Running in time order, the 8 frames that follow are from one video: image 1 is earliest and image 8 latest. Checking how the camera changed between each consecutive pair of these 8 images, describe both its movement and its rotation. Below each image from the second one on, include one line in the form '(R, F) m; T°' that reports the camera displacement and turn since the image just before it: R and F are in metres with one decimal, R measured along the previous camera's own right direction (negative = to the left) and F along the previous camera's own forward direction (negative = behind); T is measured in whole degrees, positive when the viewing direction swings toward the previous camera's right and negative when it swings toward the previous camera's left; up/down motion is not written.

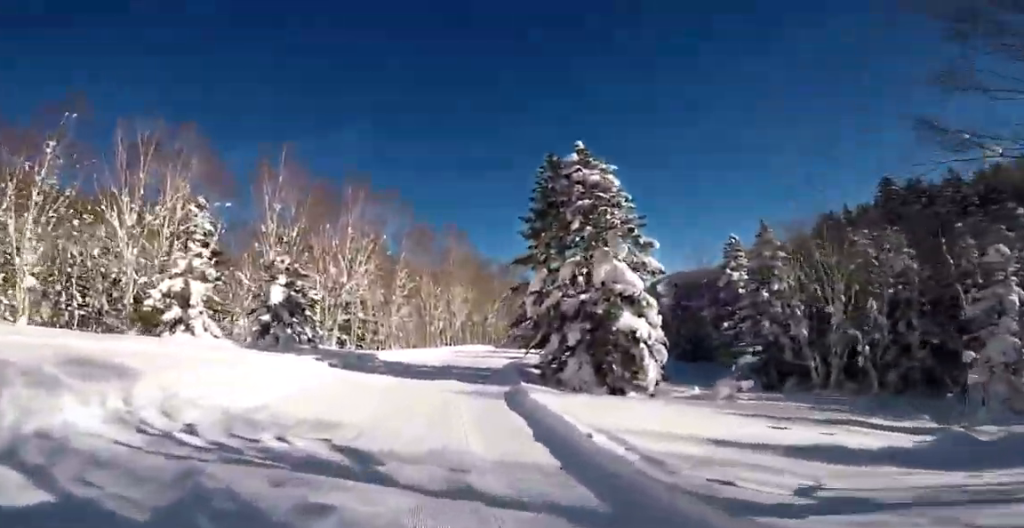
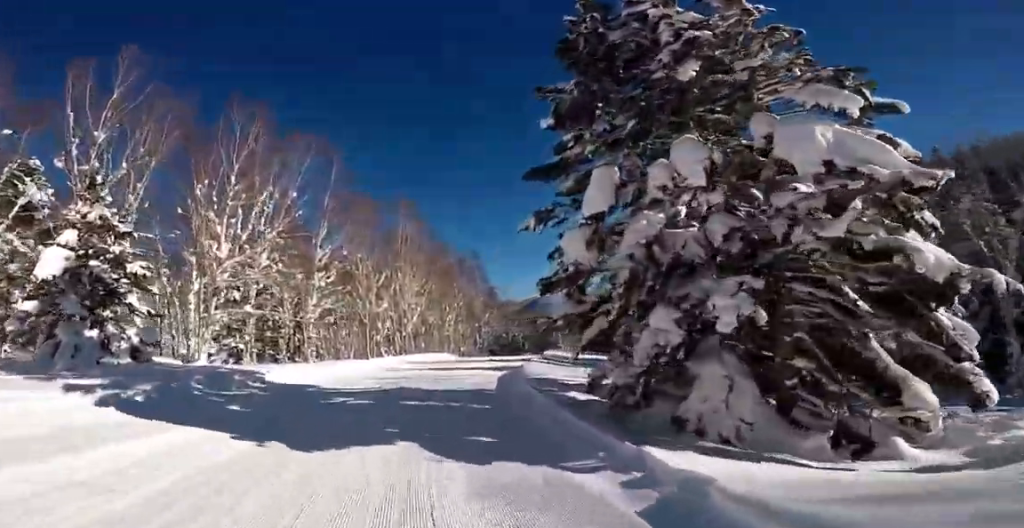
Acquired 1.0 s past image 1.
(+0.7, +10.4) m; +4°
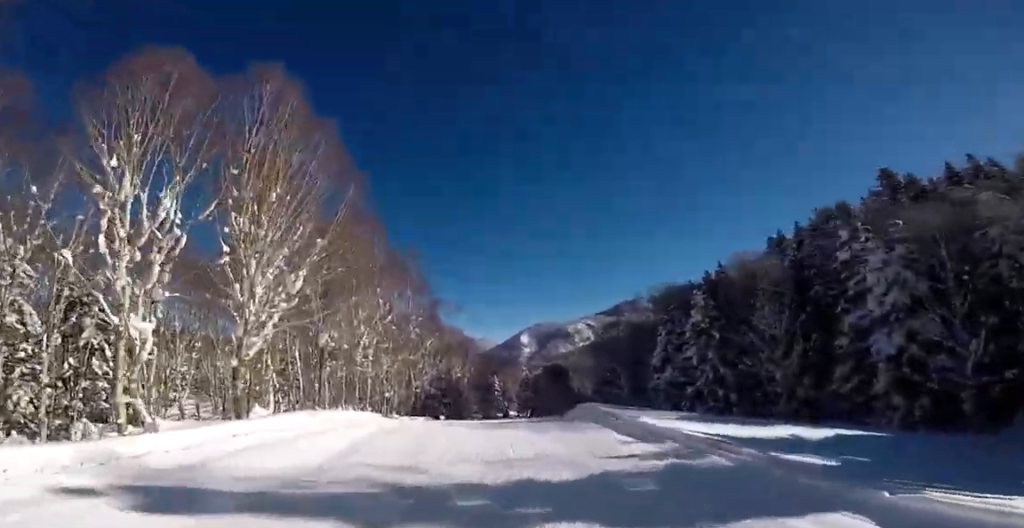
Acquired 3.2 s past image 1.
(+1.7, +21.0) m; +14°
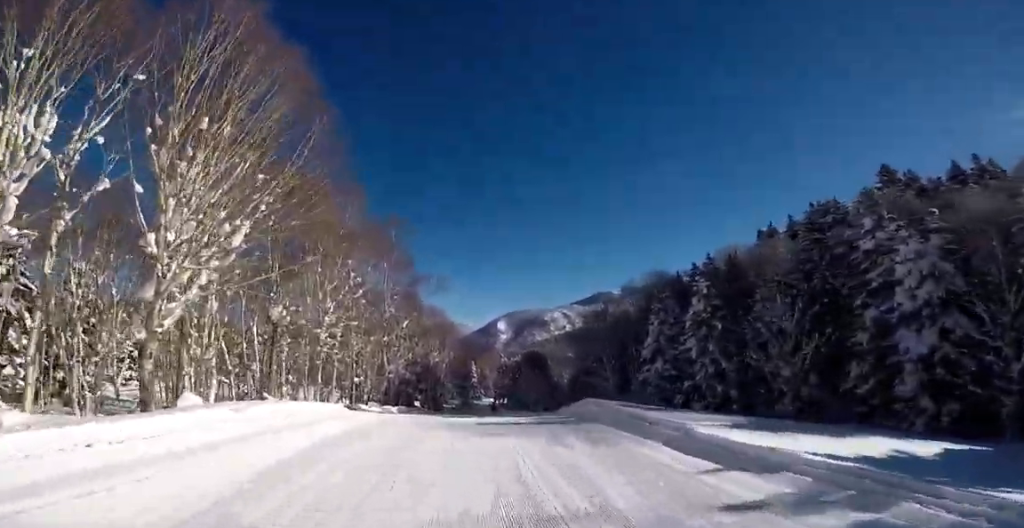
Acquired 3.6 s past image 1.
(+0.5, +3.6) m; 0°
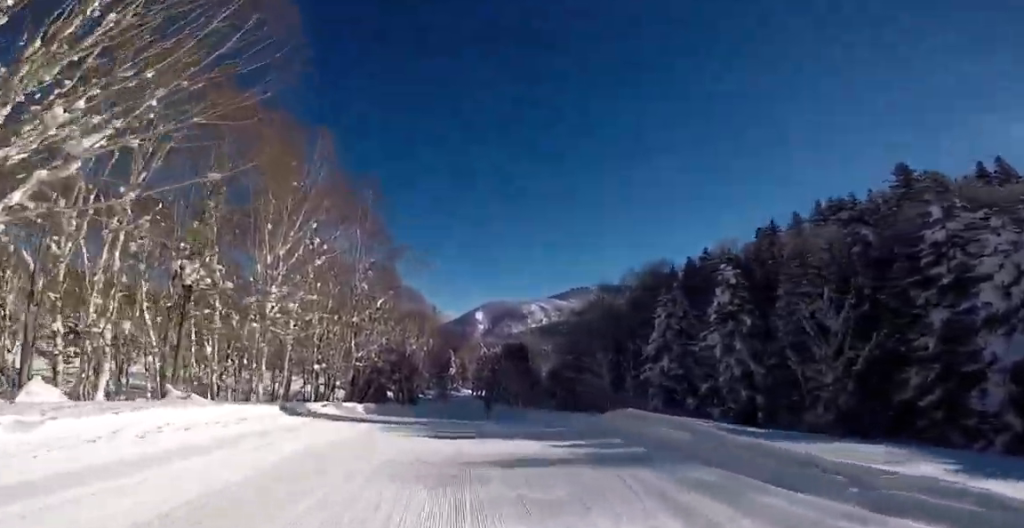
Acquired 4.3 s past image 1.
(+0.1, +5.8) m; 0°
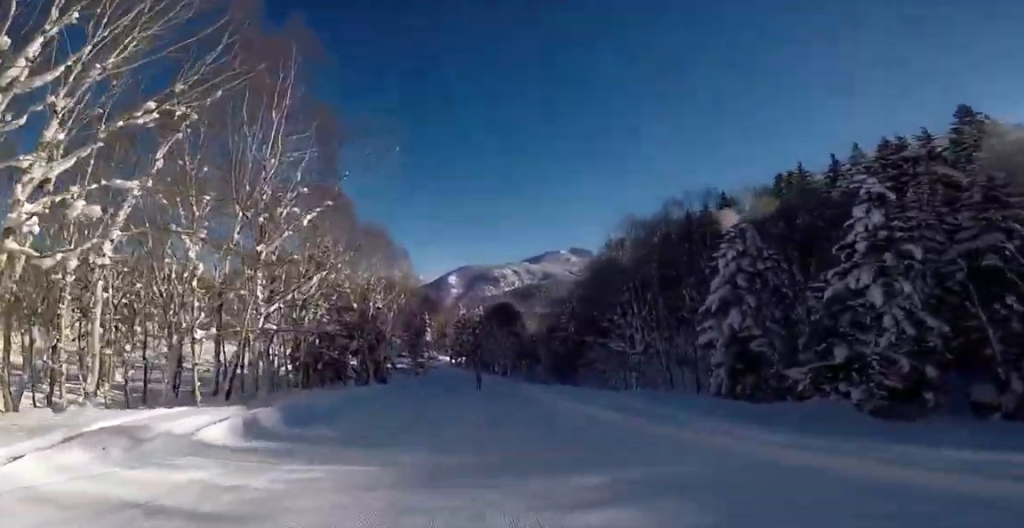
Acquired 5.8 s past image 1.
(+0.2, +13.6) m; +7°
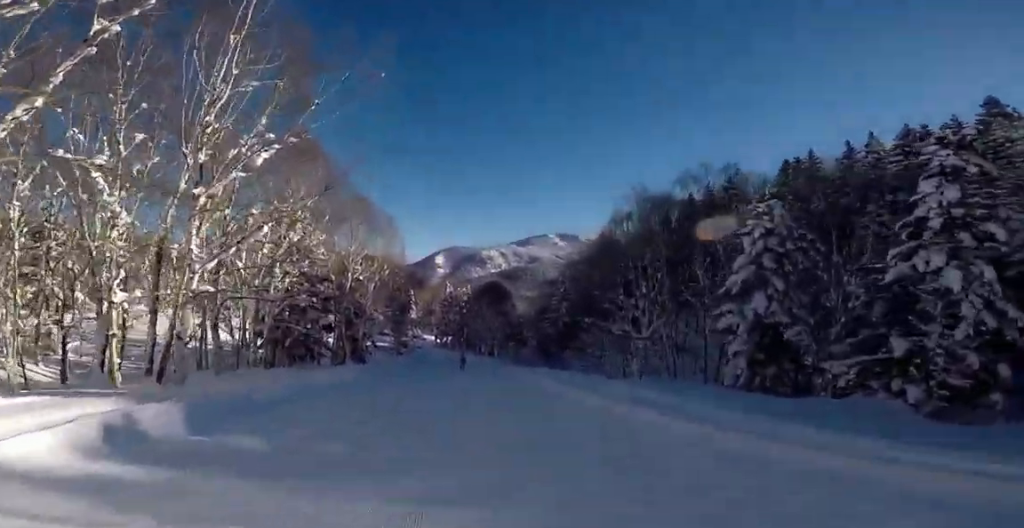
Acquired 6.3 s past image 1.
(+0.1, +4.1) m; +1°
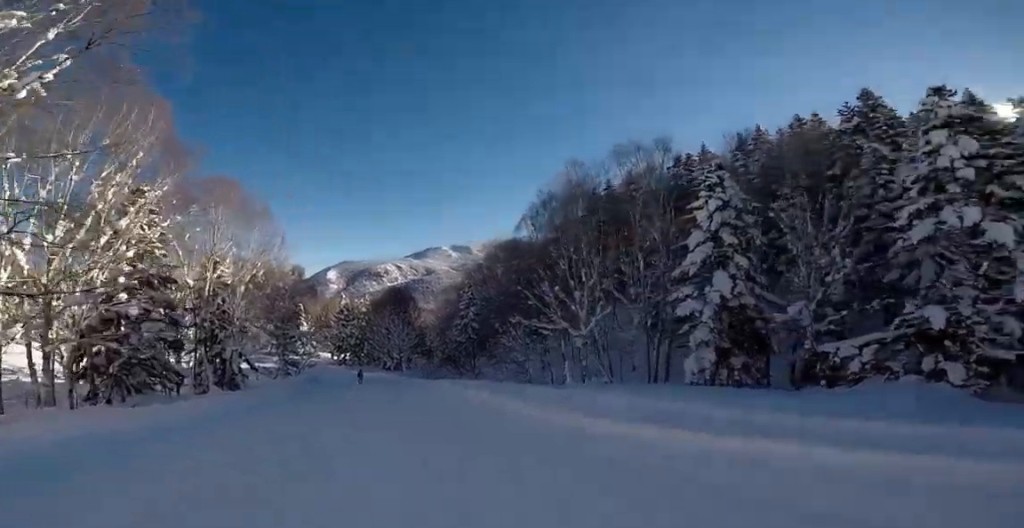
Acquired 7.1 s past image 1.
(0.0, +7.2) m; -1°
